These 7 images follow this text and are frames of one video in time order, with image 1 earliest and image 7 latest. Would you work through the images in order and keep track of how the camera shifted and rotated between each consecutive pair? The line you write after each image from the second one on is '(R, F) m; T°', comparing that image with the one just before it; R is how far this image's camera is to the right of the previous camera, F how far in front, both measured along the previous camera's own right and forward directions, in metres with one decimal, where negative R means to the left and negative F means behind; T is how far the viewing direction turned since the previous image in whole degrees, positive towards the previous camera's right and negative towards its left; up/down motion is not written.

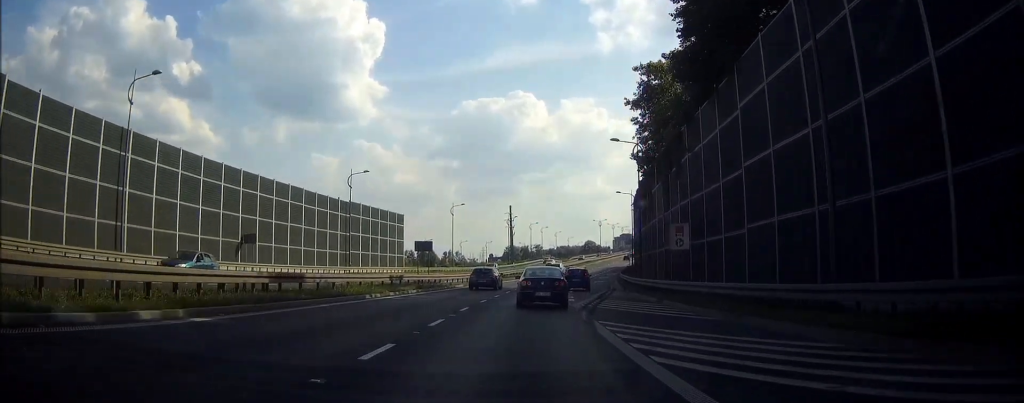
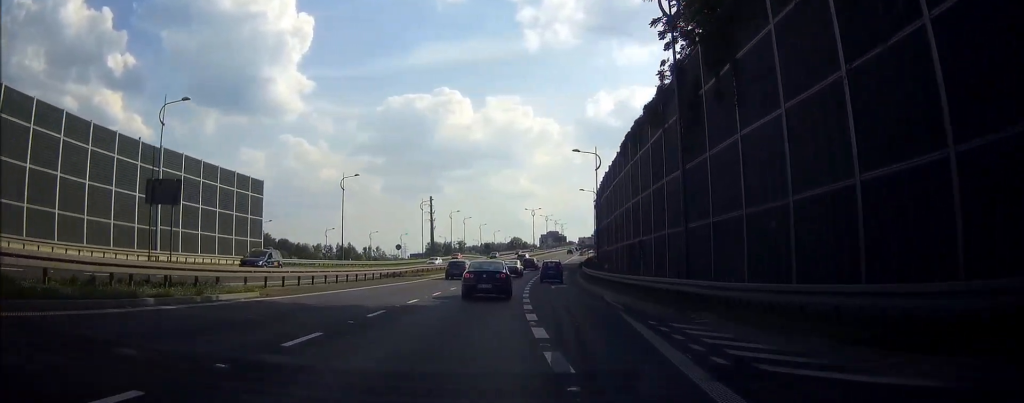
(+1.2, +30.4) m; +4°
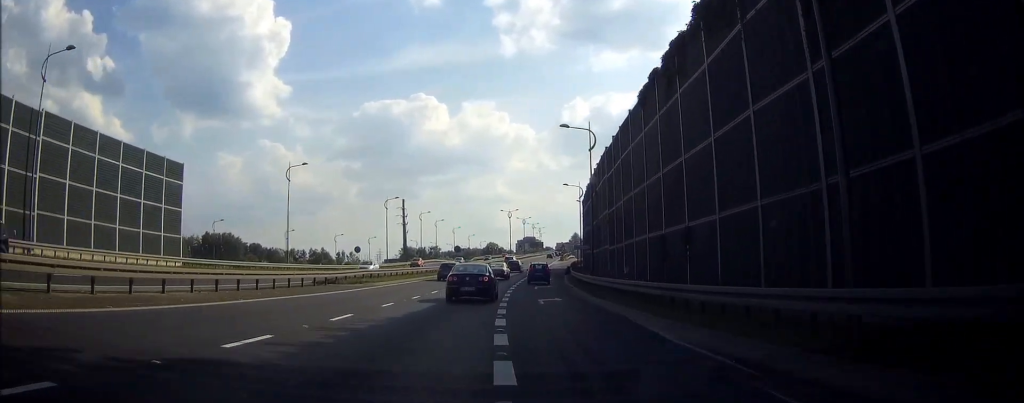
(+0.2, +12.8) m; +1°
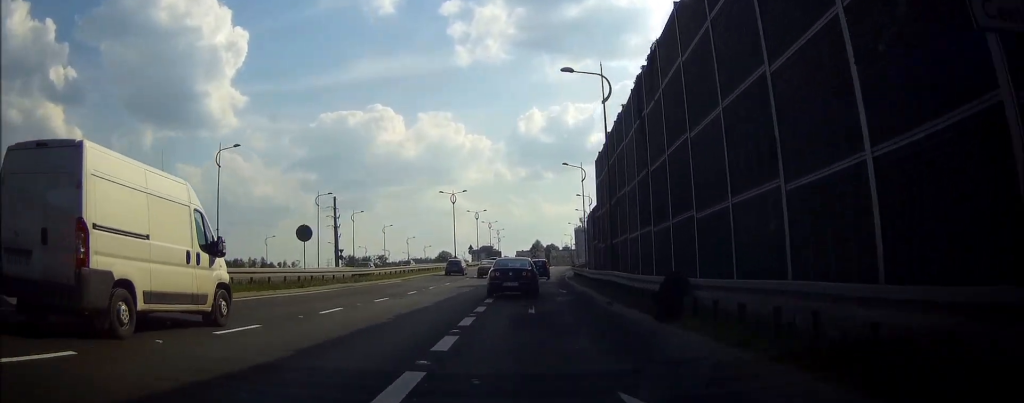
(+2.6, +52.5) m; +5°
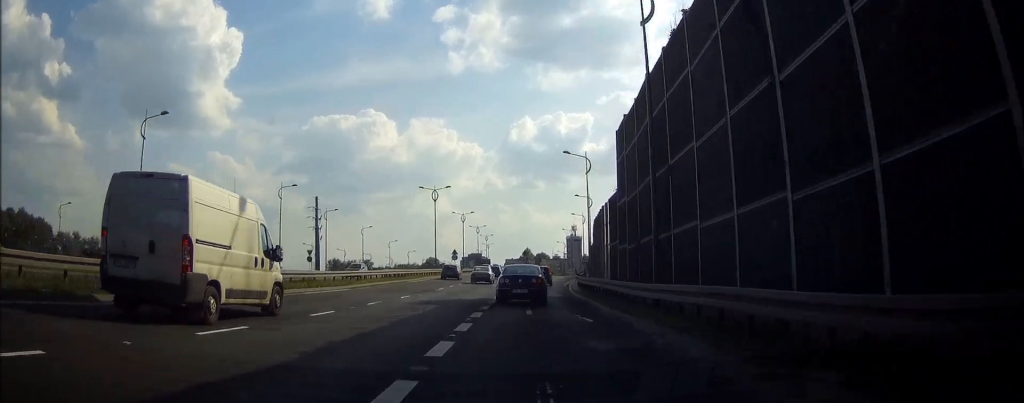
(+0.1, +11.8) m; +1°
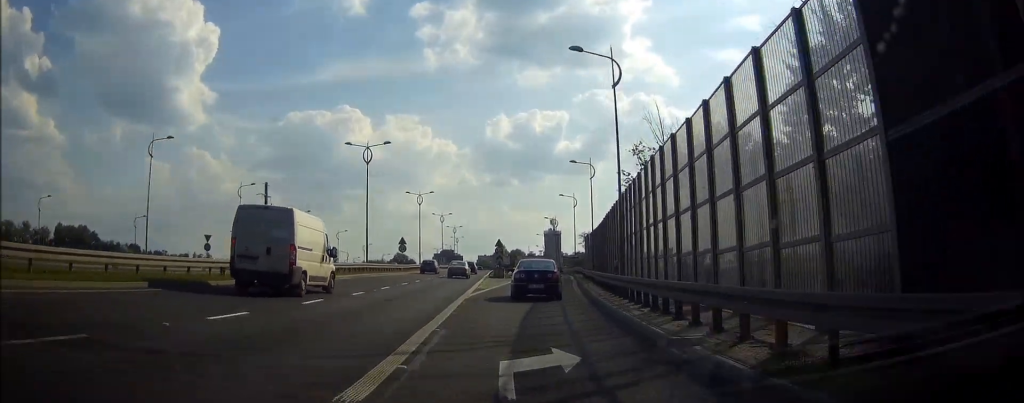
(+0.6, +28.7) m; +2°
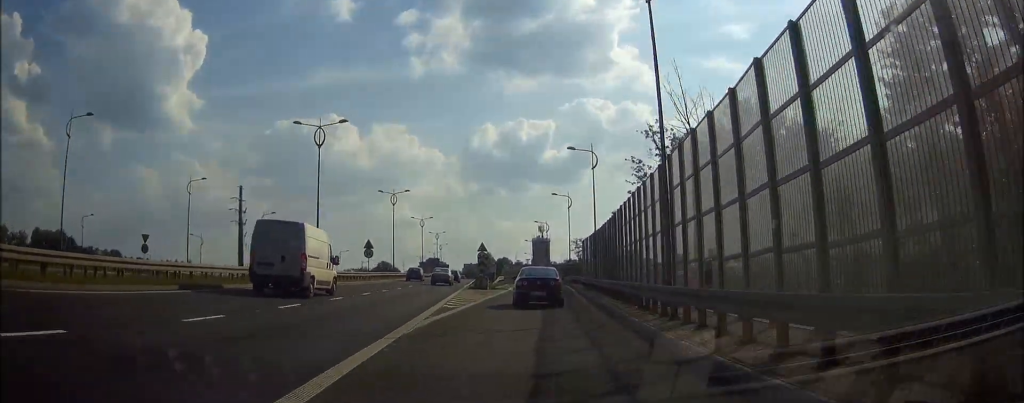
(+0.1, +11.8) m; +1°
